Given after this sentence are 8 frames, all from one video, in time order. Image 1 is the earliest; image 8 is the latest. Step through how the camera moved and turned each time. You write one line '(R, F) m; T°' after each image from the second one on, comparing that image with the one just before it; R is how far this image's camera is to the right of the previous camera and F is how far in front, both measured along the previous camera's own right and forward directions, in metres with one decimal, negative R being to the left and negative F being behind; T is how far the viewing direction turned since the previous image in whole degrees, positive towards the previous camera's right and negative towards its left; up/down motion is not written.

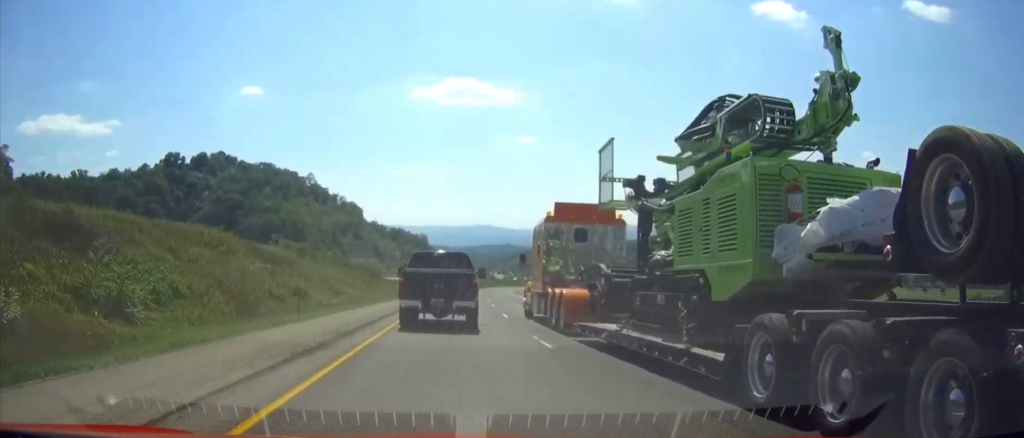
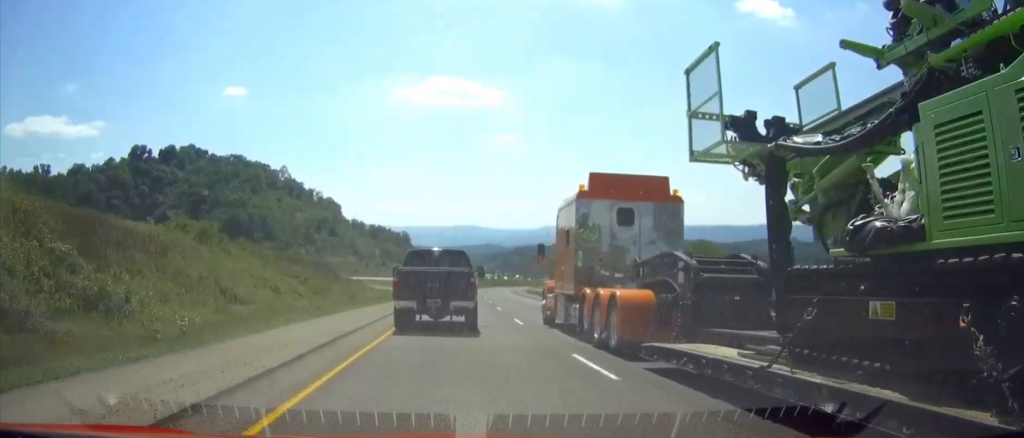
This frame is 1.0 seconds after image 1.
(+0.2, +28.8) m; +1°
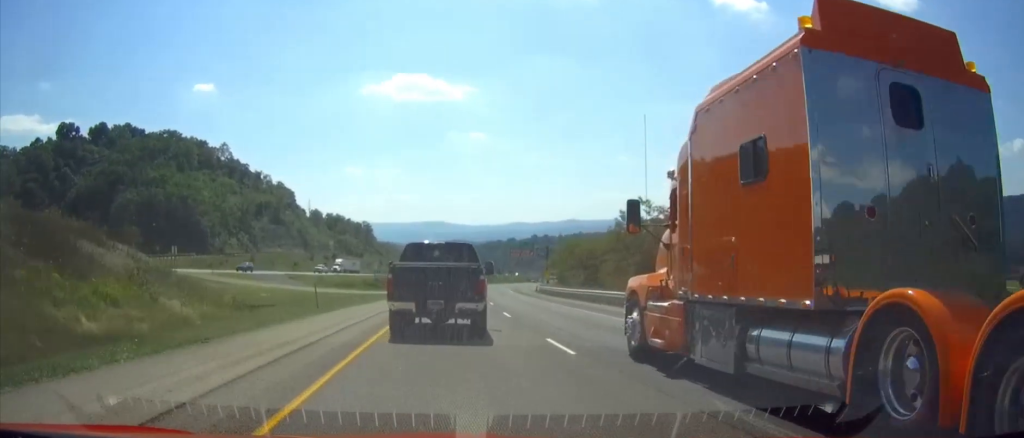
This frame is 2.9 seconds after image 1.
(+1.5, +57.3) m; +3°
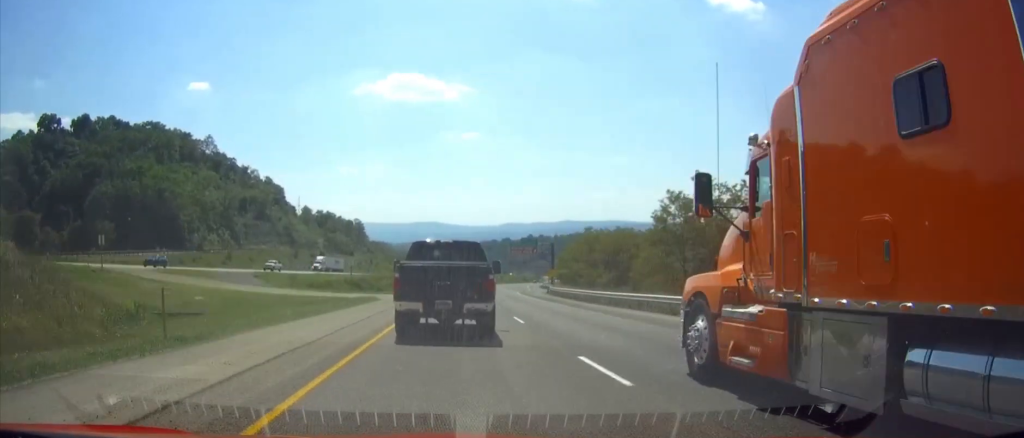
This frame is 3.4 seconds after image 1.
(+0.1, +15.6) m; +1°
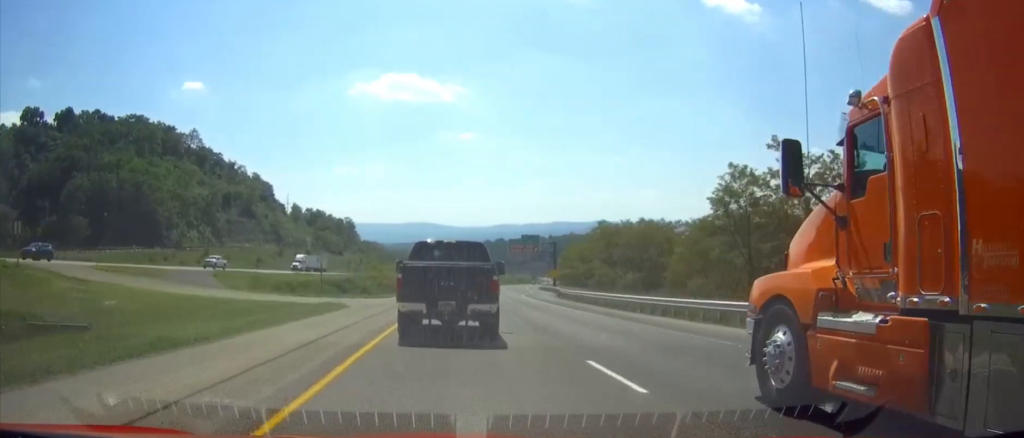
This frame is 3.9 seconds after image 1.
(0.0, +12.5) m; 0°
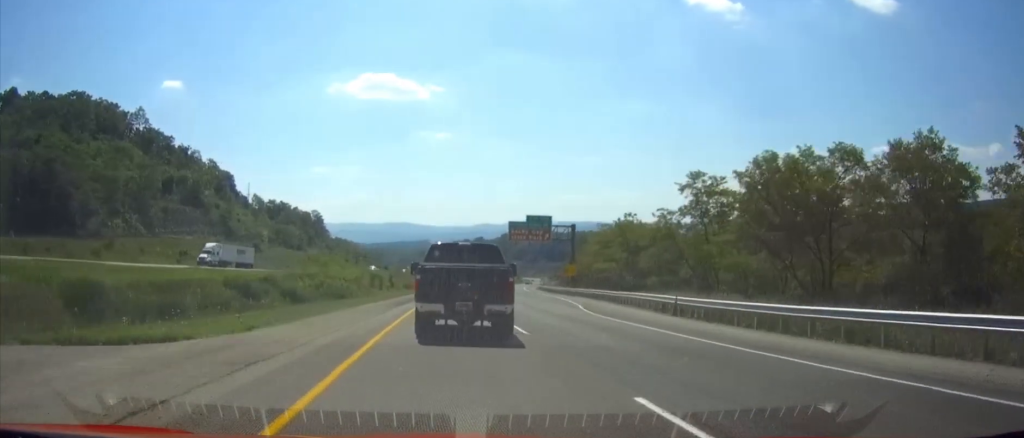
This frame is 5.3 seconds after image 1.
(+0.6, +39.9) m; +2°
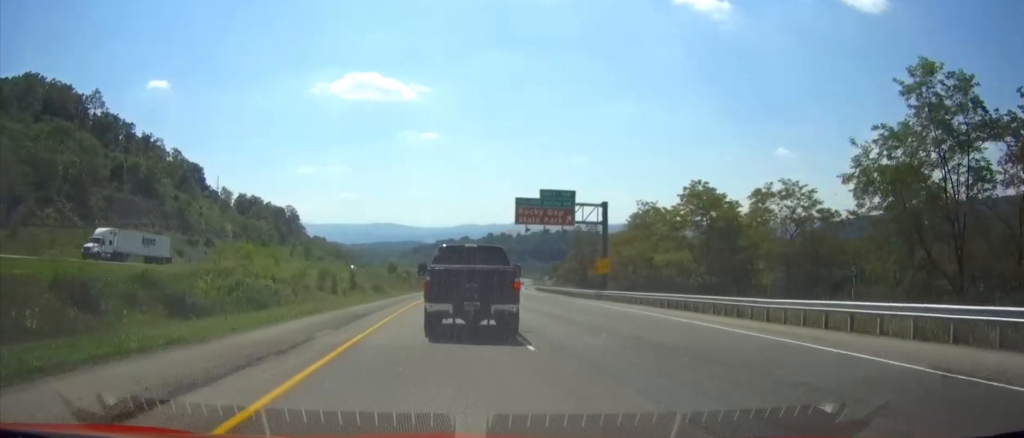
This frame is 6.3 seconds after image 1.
(+0.4, +28.2) m; +1°
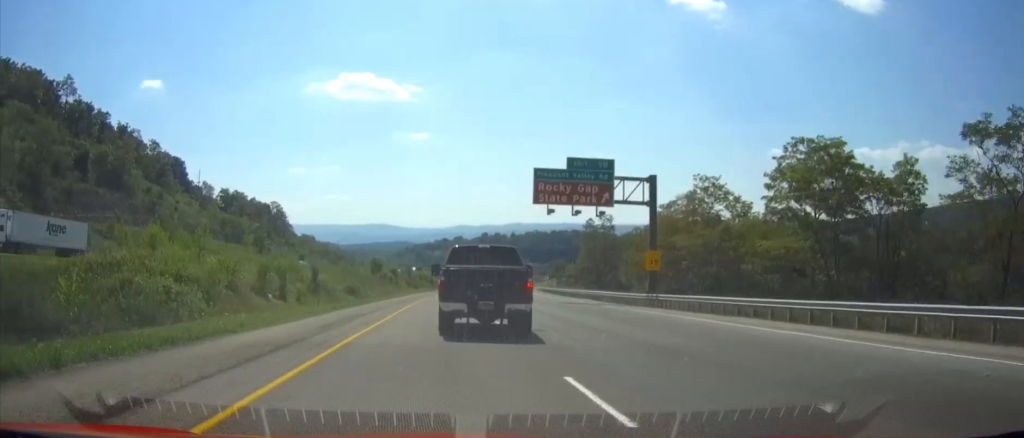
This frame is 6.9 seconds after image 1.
(0.0, +18.8) m; +1°
